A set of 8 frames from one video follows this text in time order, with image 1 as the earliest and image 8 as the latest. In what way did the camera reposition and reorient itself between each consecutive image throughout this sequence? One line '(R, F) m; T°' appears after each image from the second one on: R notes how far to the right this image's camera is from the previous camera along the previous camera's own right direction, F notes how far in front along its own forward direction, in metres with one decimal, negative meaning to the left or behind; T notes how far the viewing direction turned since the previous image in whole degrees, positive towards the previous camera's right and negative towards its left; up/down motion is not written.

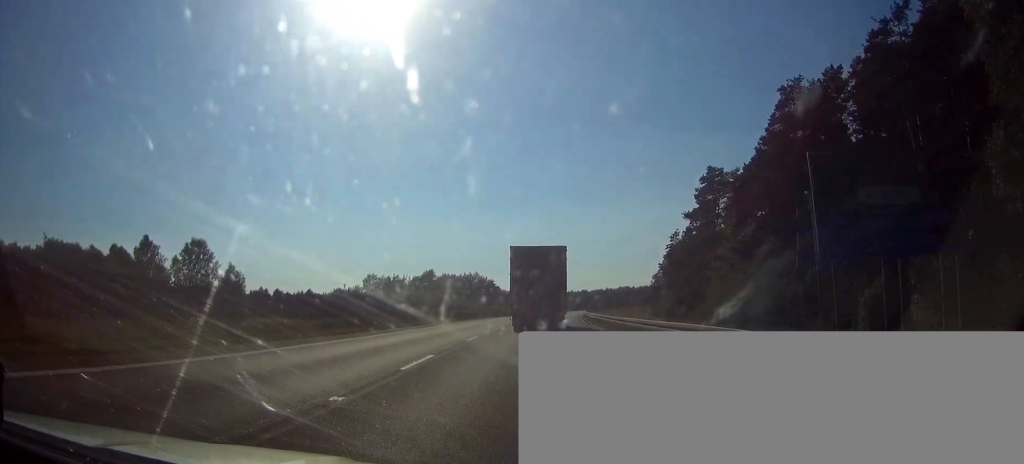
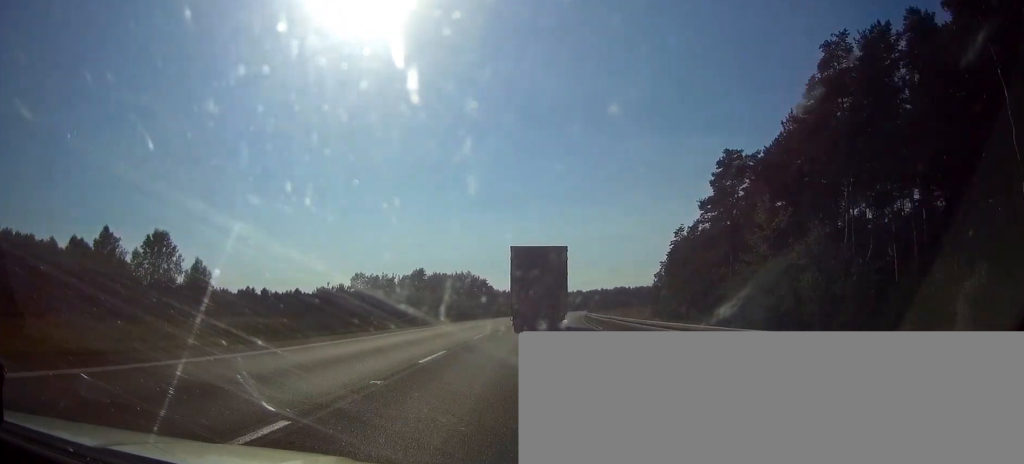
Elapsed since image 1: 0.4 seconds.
(+0.1, +10.3) m; +1°
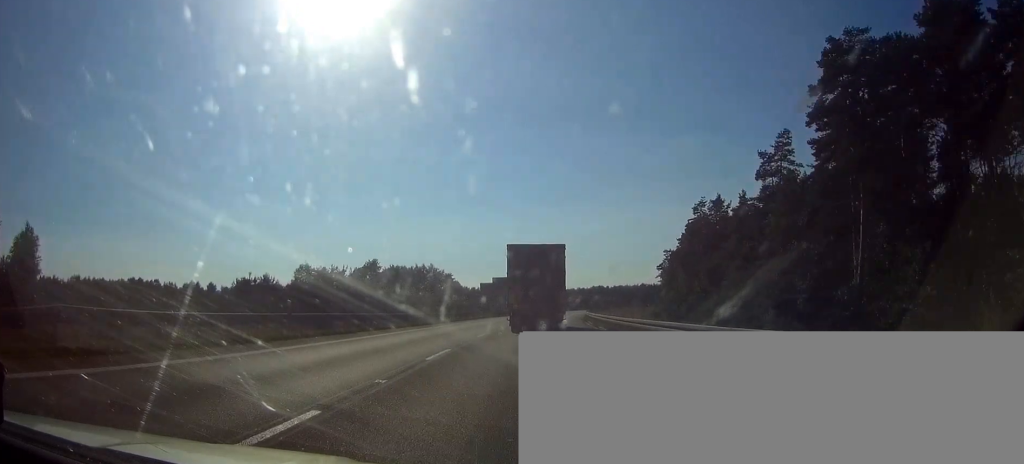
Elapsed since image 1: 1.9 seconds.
(+0.5, +35.5) m; +2°
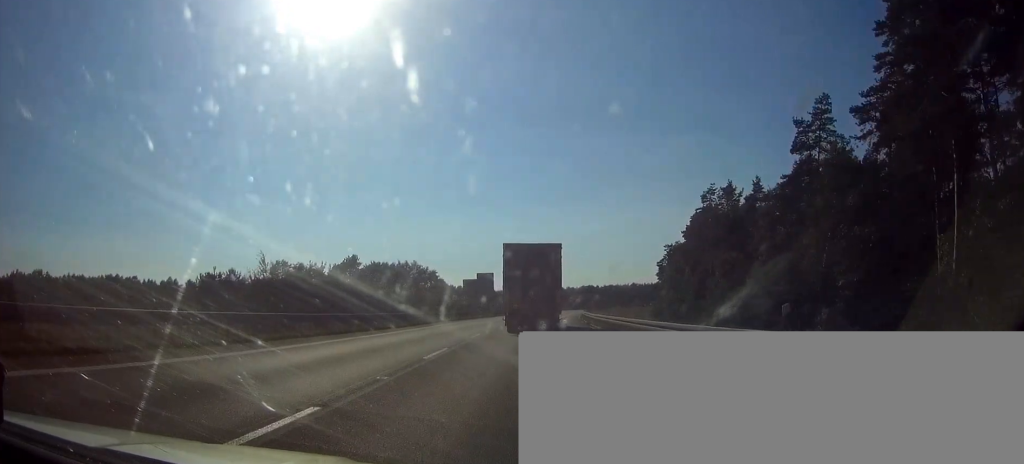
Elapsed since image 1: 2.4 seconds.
(+0.1, +11.8) m; +1°
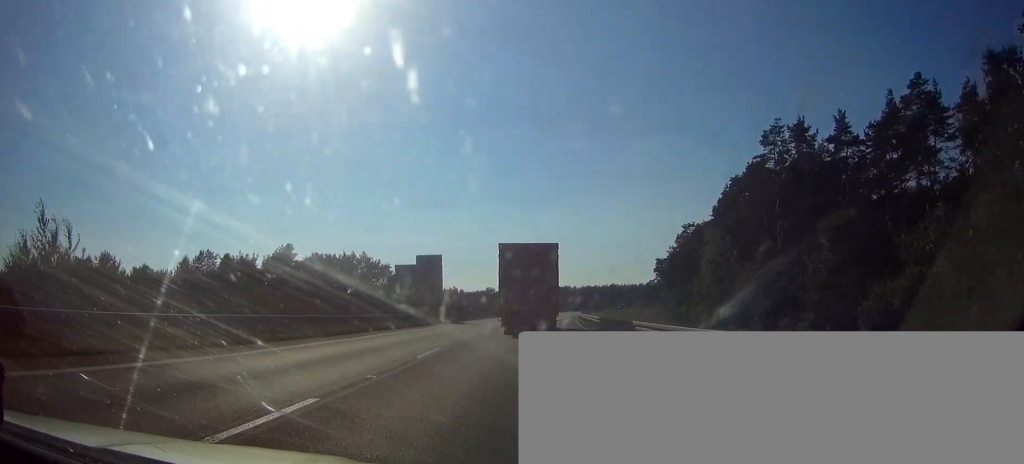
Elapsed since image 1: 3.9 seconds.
(+0.8, +35.5) m; +2°
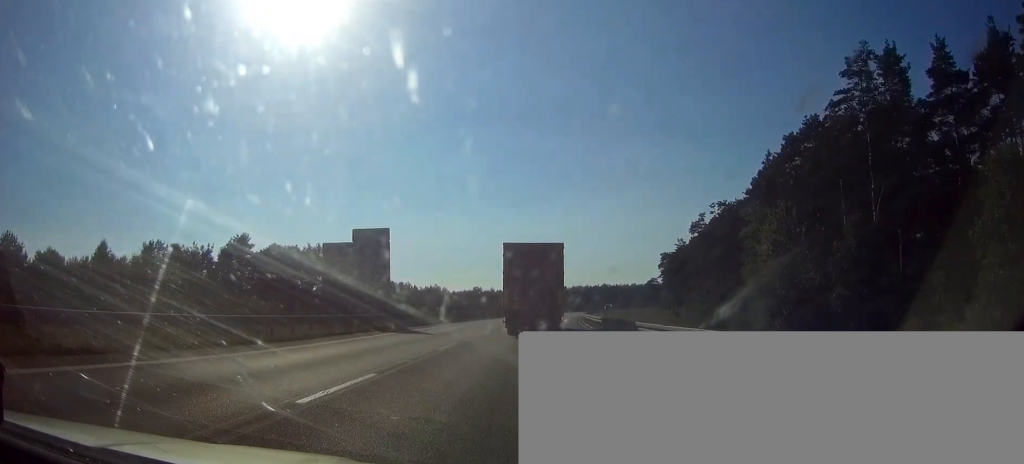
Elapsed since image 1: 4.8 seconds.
(+0.2, +20.5) m; +1°
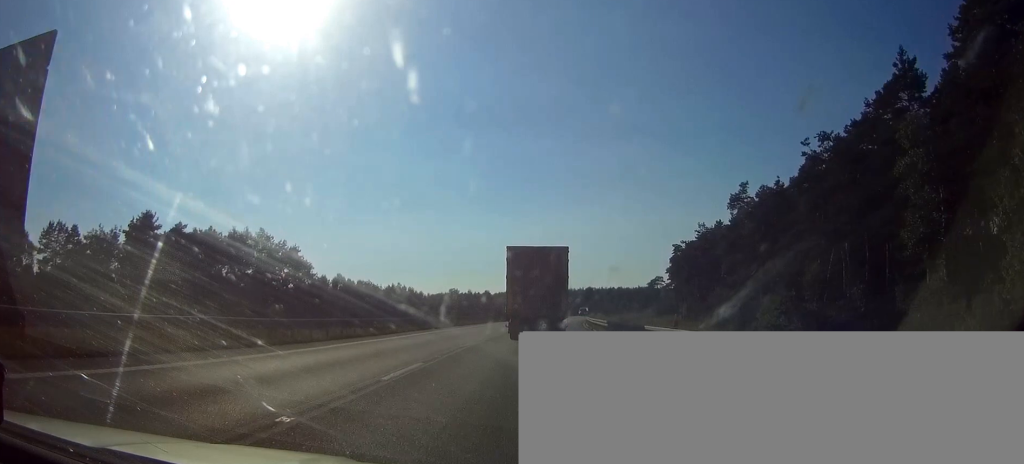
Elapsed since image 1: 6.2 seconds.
(+0.4, +32.4) m; +2°
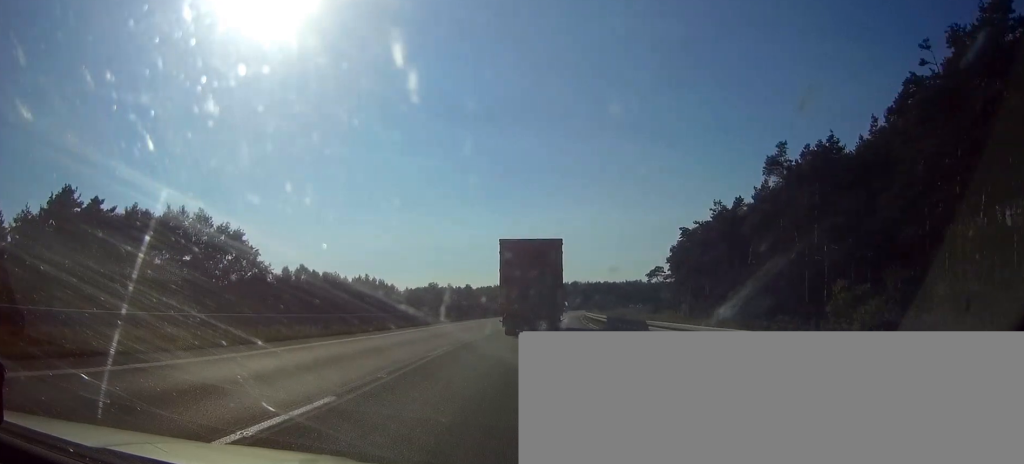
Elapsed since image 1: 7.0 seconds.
(+0.4, +19.0) m; +1°
